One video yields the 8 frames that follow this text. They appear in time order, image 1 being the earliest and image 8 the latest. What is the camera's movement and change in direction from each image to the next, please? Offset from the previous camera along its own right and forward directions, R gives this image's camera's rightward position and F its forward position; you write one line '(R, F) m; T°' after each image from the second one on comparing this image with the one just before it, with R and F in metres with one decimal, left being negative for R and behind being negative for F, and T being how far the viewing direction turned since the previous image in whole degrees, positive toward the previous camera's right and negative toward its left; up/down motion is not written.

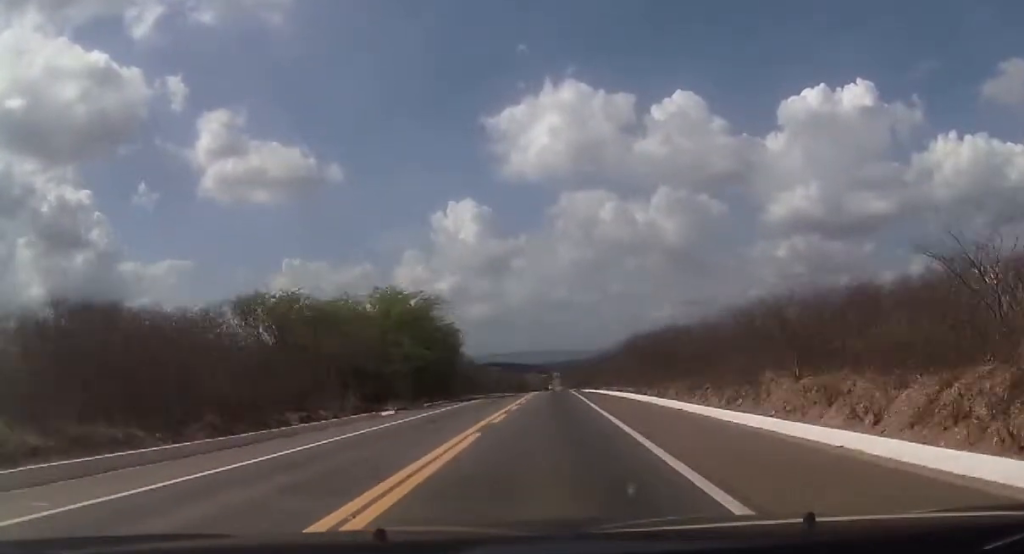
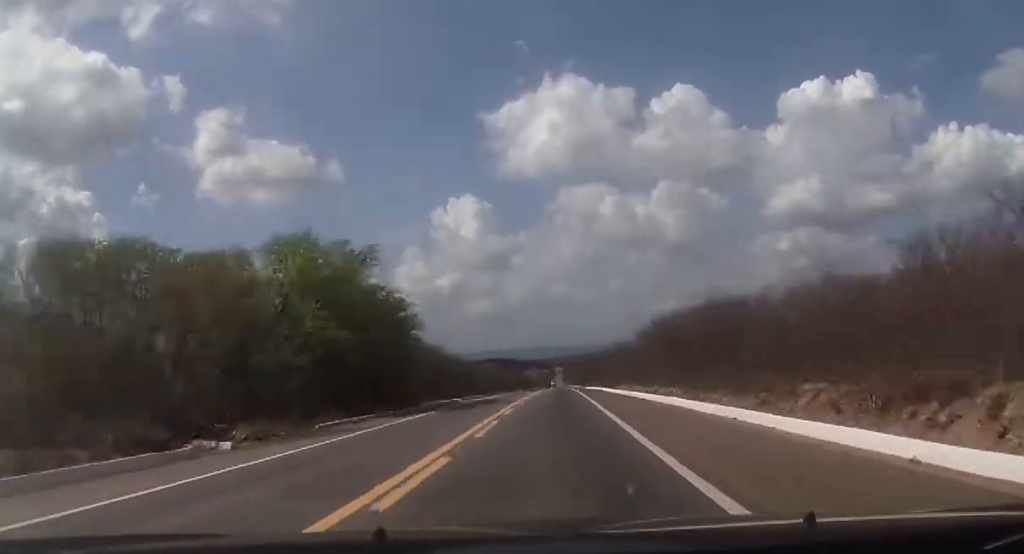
(-0.3, +20.3) m; -1°
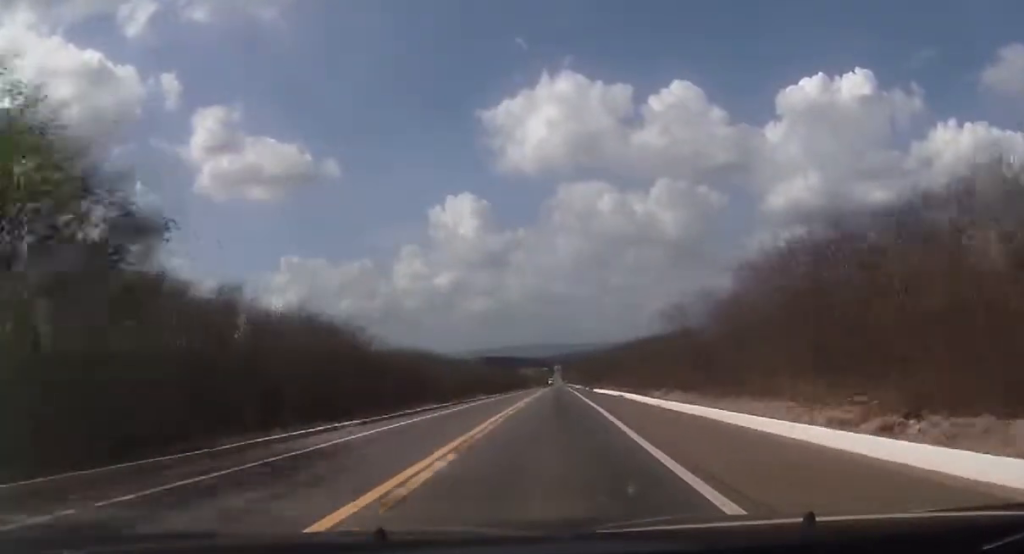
(-0.2, +30.6) m; 0°
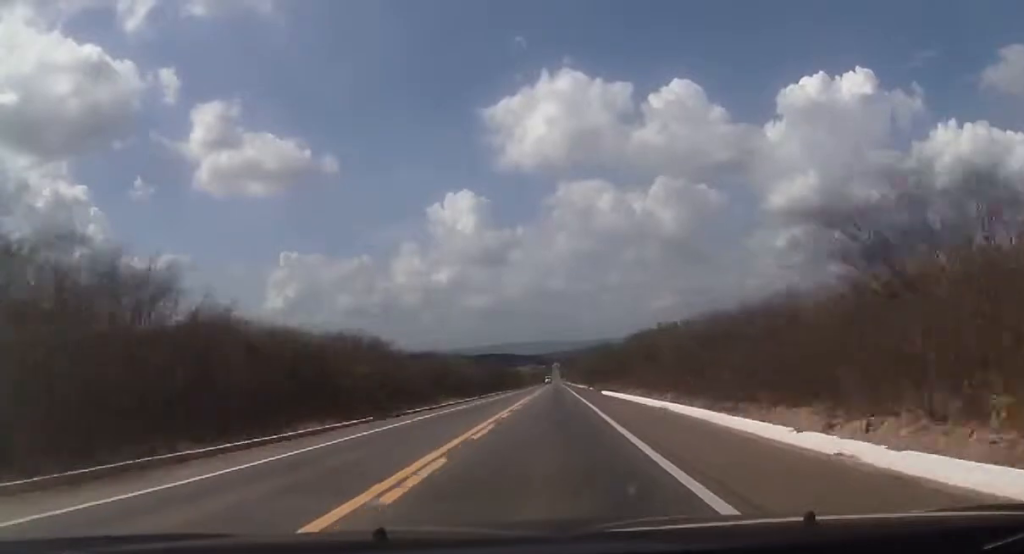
(0.0, +24.0) m; 0°
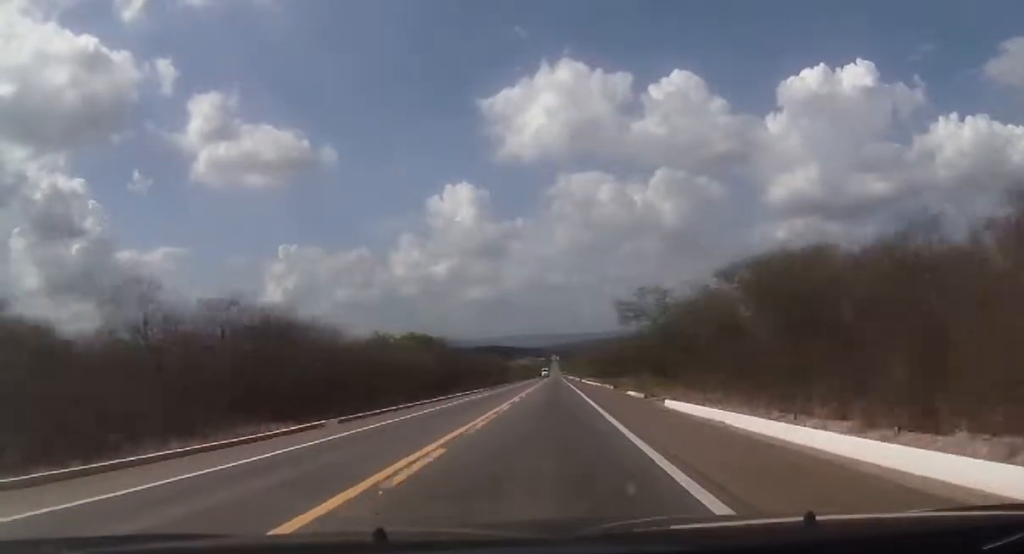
(+0.3, +46.5) m; 0°
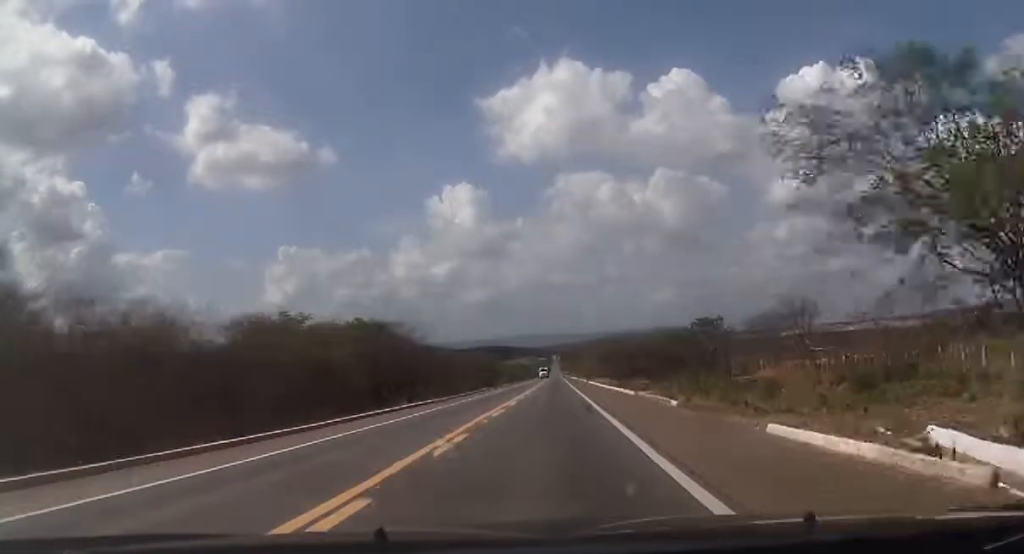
(-0.1, +28.3) m; 0°
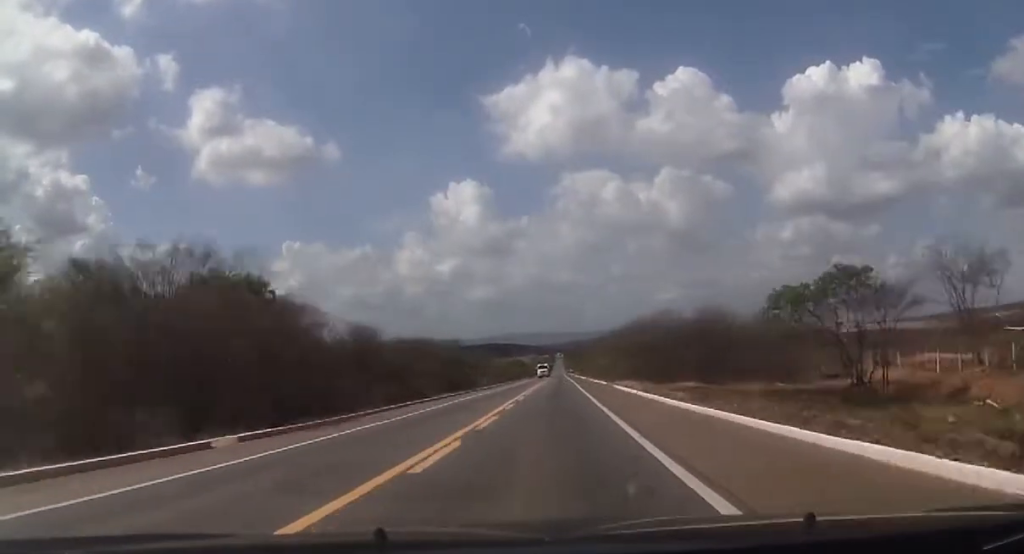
(-0.1, +33.4) m; 0°
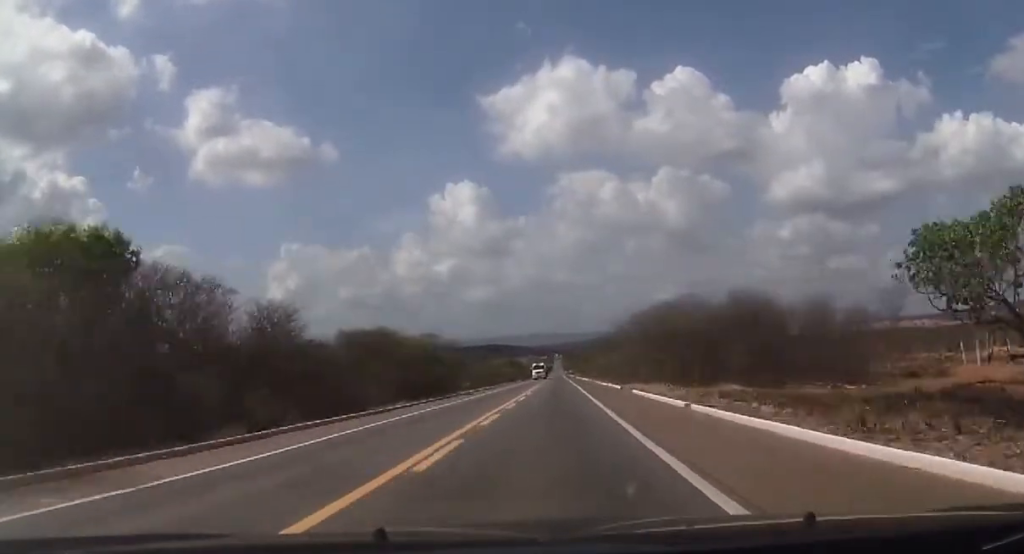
(+0.2, +15.6) m; 0°
